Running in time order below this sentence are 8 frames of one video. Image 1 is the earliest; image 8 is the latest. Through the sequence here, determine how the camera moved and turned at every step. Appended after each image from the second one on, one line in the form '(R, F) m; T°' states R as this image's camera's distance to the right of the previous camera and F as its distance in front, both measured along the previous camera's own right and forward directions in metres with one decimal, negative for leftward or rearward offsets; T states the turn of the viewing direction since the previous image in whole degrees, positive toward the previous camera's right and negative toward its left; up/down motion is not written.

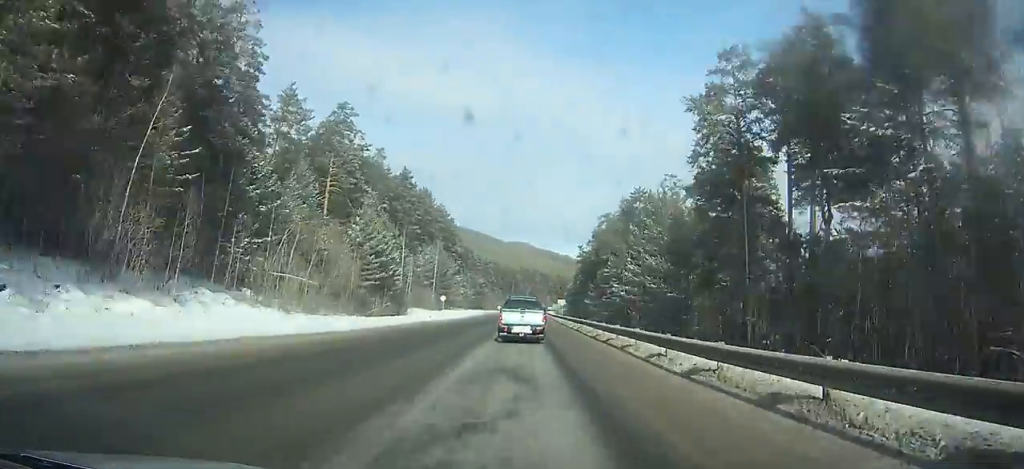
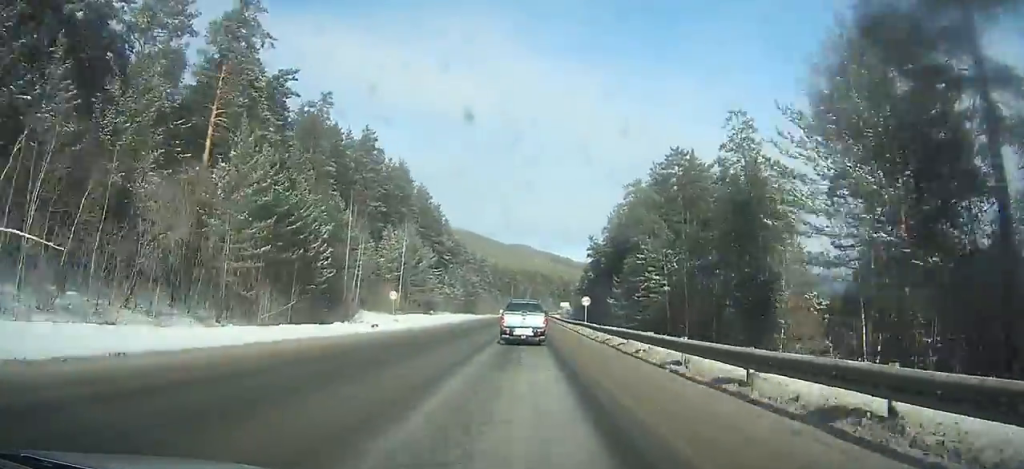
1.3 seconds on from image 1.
(+0.2, +29.6) m; 0°
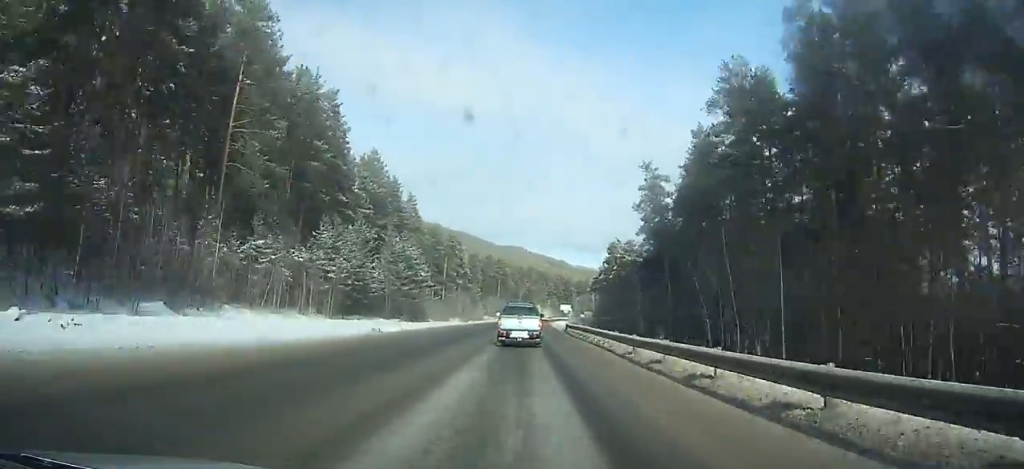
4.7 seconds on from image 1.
(+0.7, +76.6) m; +1°
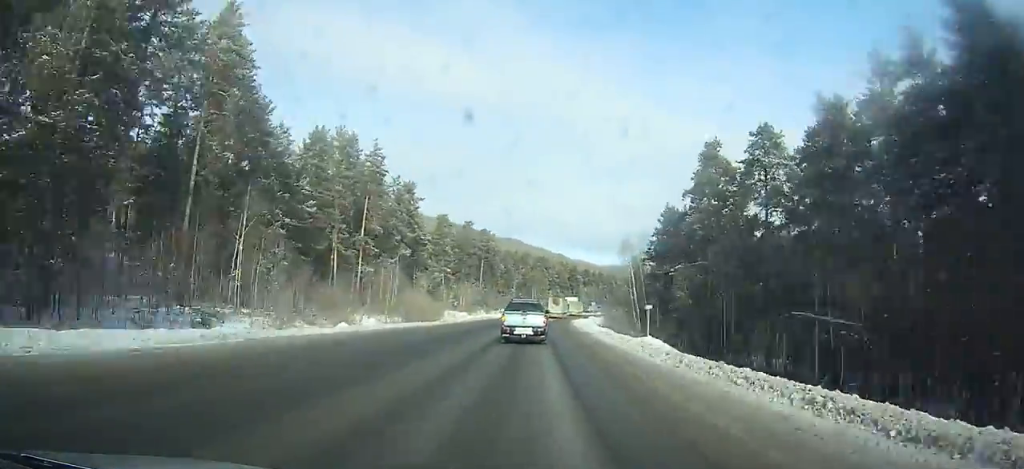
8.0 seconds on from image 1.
(+0.2, +72.2) m; +1°
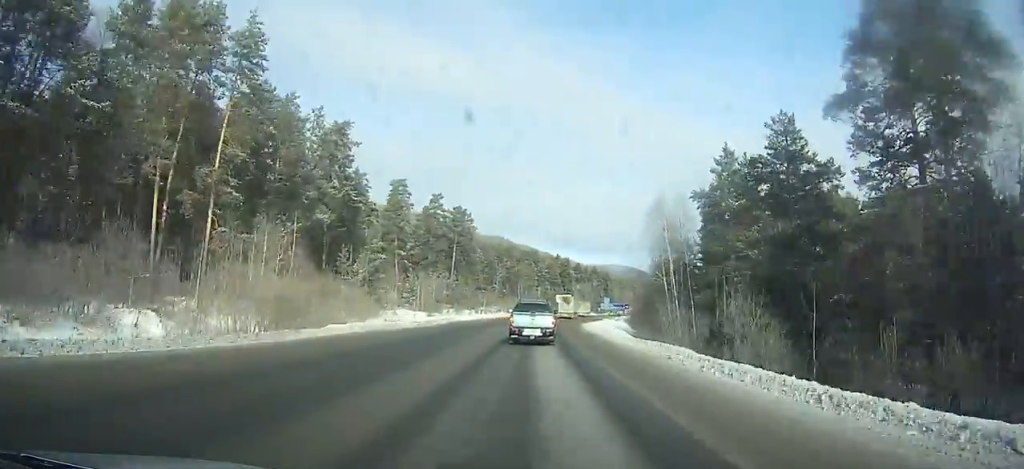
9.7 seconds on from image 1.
(0.0, +36.1) m; +1°
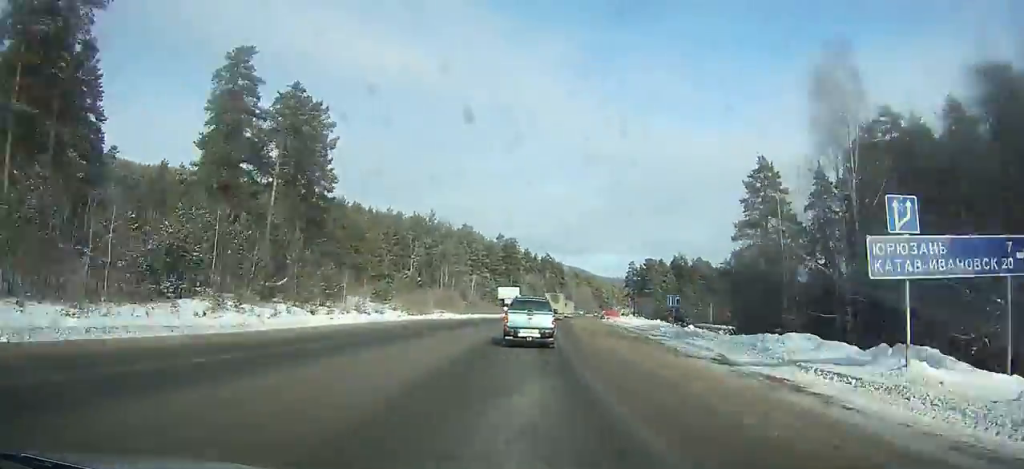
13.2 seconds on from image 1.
(+3.0, +71.1) m; +5°
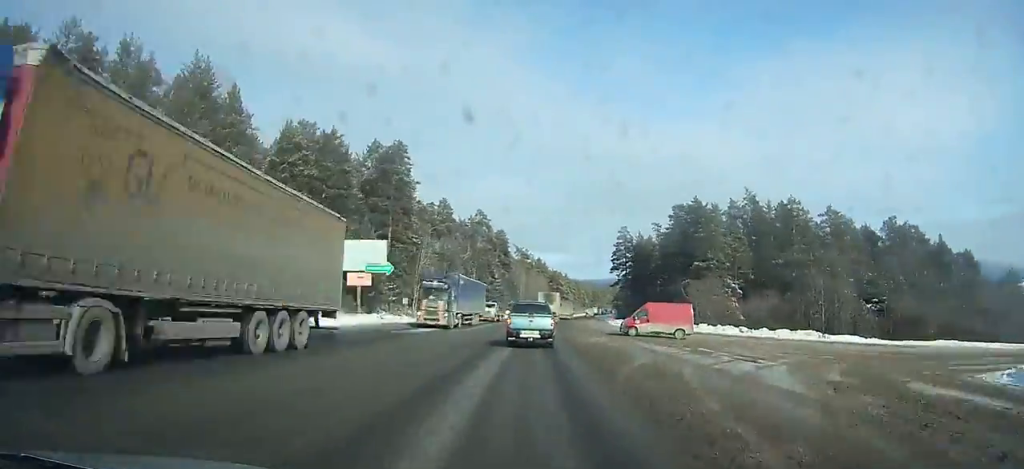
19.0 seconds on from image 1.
(+7.3, +111.3) m; +7°
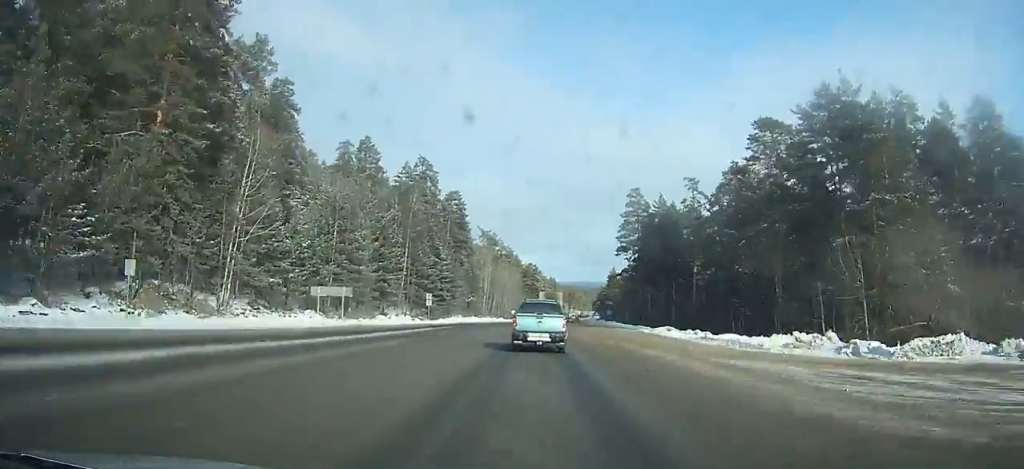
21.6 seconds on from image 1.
(+0.7, +48.2) m; +3°
